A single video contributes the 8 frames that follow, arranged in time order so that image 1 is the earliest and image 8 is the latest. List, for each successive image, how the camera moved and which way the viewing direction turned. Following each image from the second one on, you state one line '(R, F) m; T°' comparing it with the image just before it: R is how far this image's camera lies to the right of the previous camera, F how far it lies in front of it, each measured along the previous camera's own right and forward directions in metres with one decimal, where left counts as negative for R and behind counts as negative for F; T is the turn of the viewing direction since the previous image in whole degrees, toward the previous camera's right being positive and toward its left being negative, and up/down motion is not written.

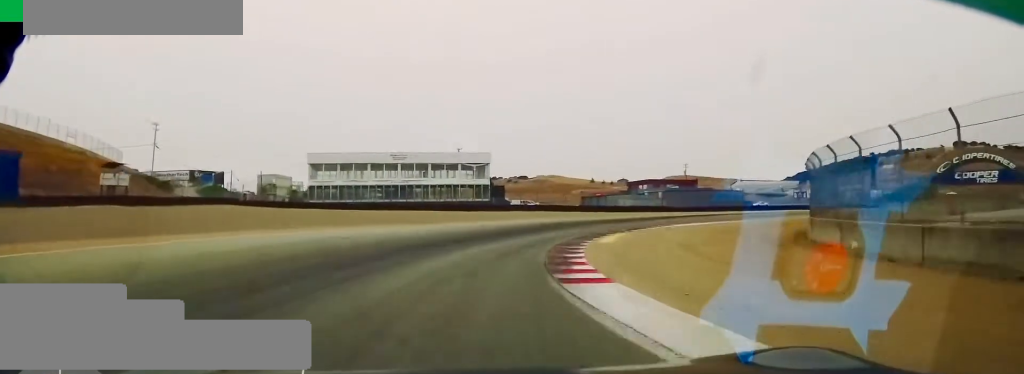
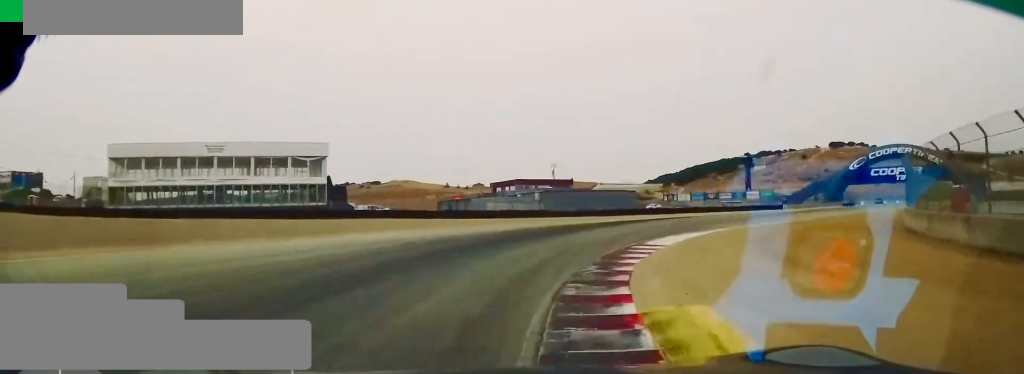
(+2.9, +19.8) m; +16°
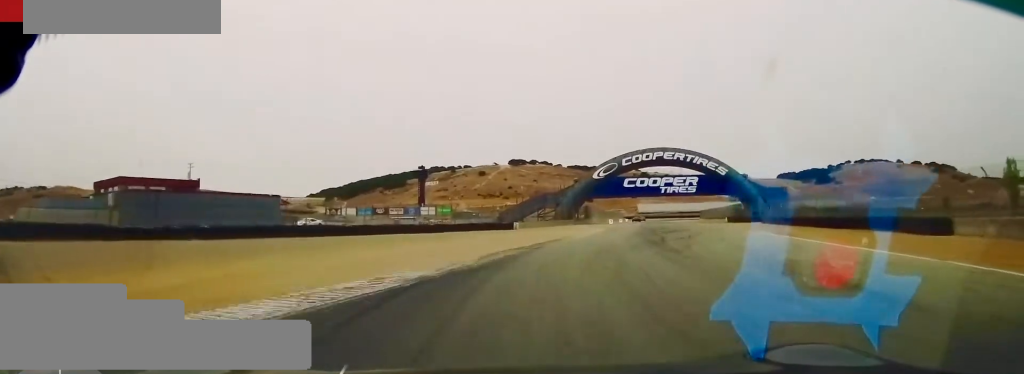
(+11.1, +40.9) m; +29°
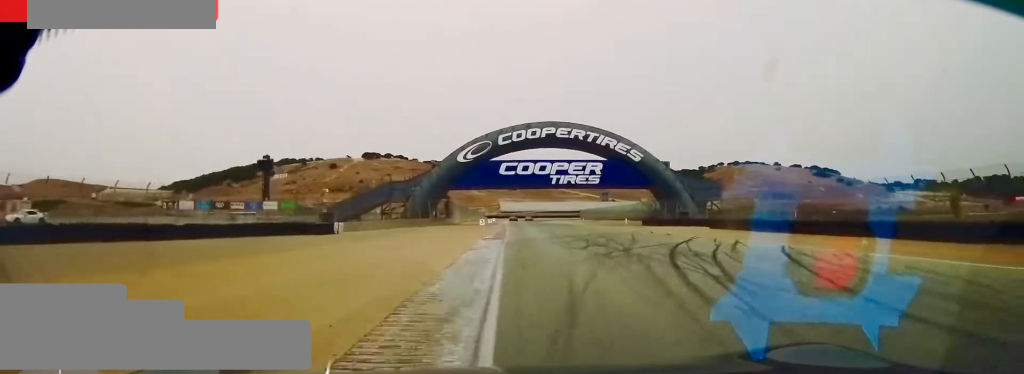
(+3.9, +29.4) m; +12°
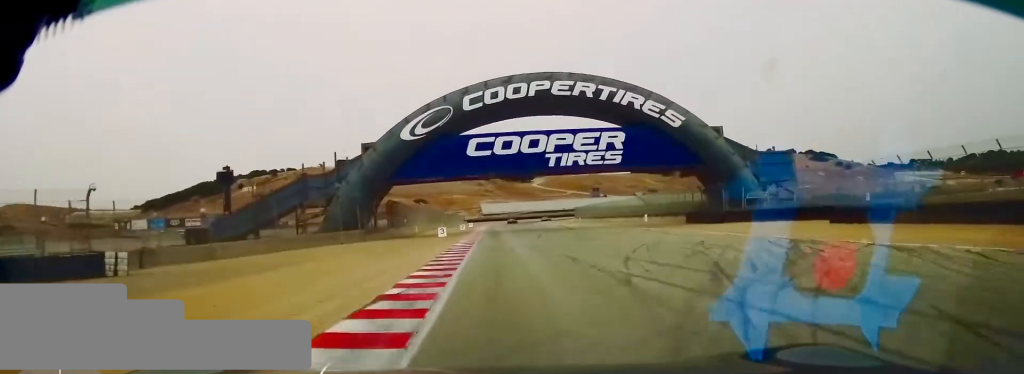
(+2.3, +27.3) m; +3°
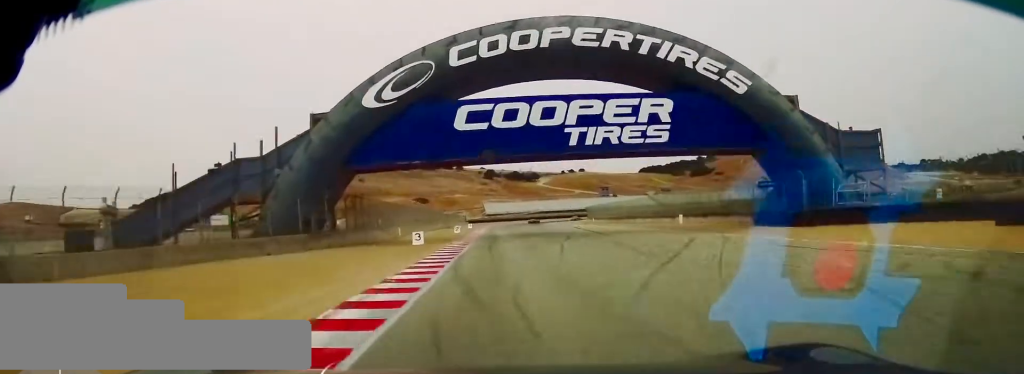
(-0.4, +14.3) m; -1°
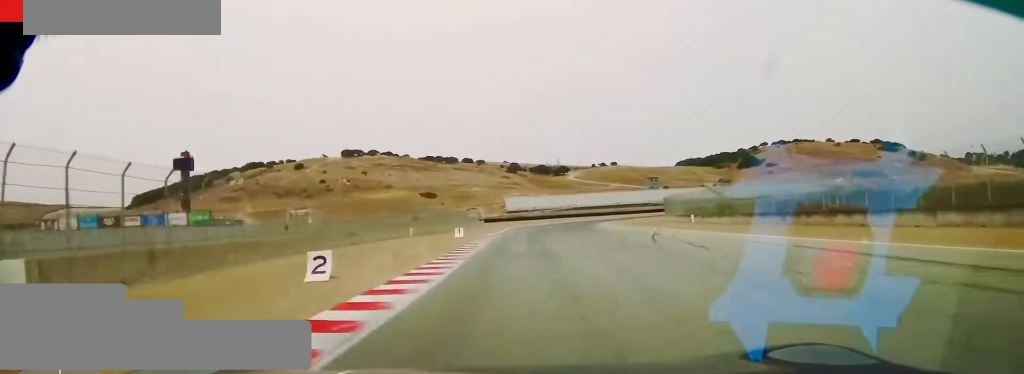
(-1.6, +50.7) m; -4°
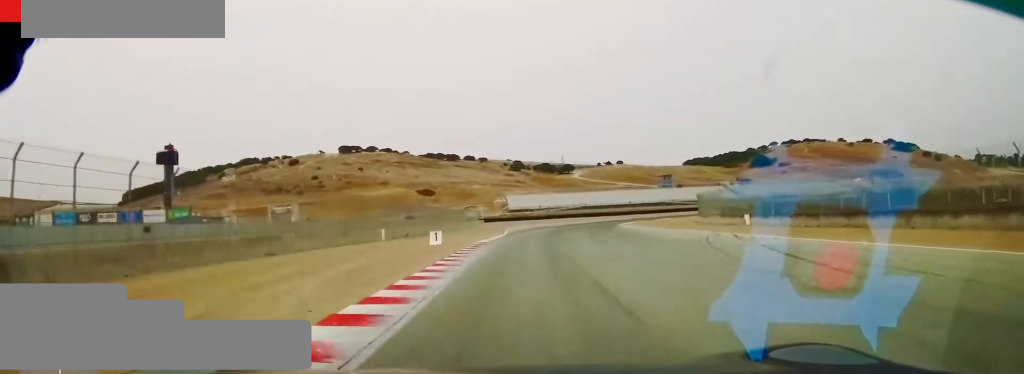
(-0.5, +14.3) m; +1°
